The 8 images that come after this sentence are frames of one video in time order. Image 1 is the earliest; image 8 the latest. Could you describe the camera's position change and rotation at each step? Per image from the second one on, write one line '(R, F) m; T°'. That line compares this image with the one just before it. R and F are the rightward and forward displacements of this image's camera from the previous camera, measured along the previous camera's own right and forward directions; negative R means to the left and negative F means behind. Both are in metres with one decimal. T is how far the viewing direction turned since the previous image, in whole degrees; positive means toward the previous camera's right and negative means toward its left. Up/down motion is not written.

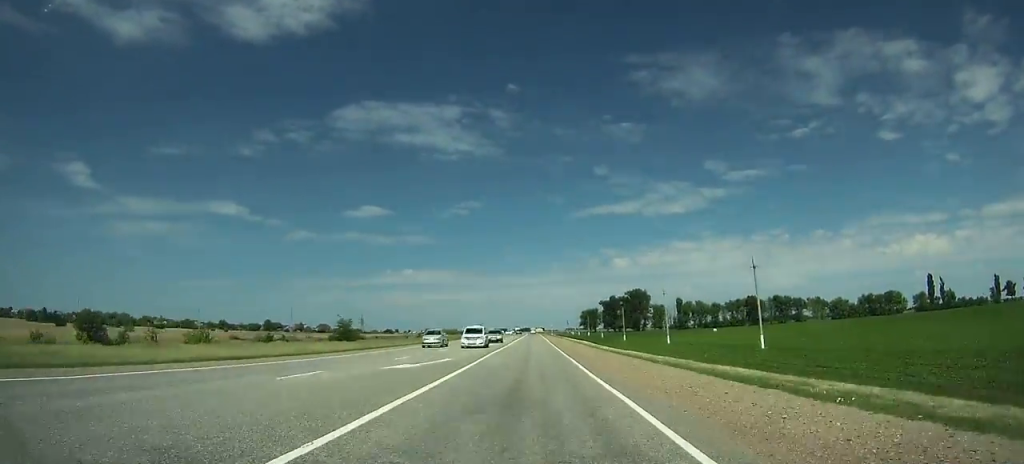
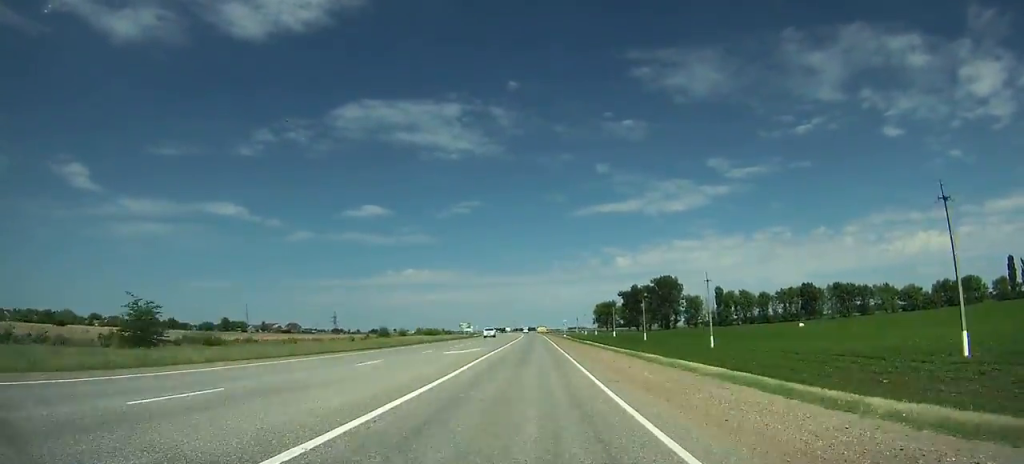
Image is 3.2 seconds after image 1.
(0.0, +74.0) m; 0°
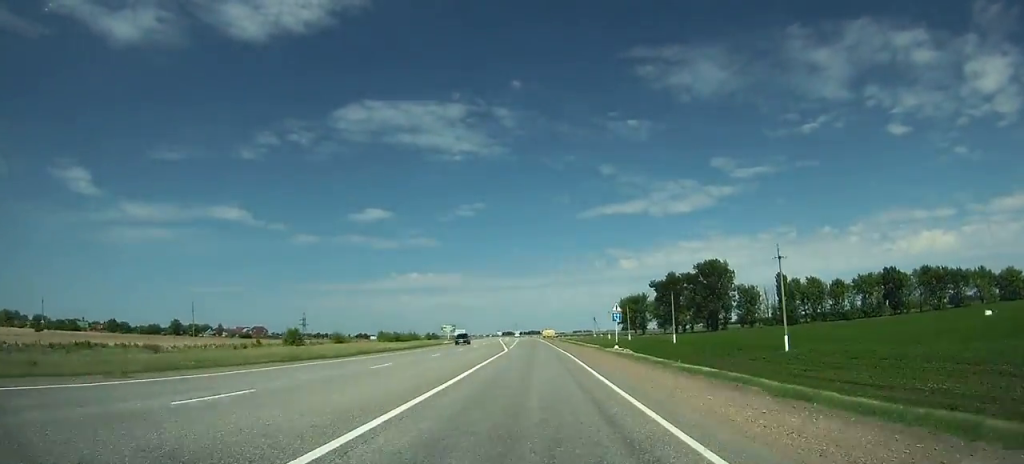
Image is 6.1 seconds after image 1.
(-0.2, +68.2) m; -1°
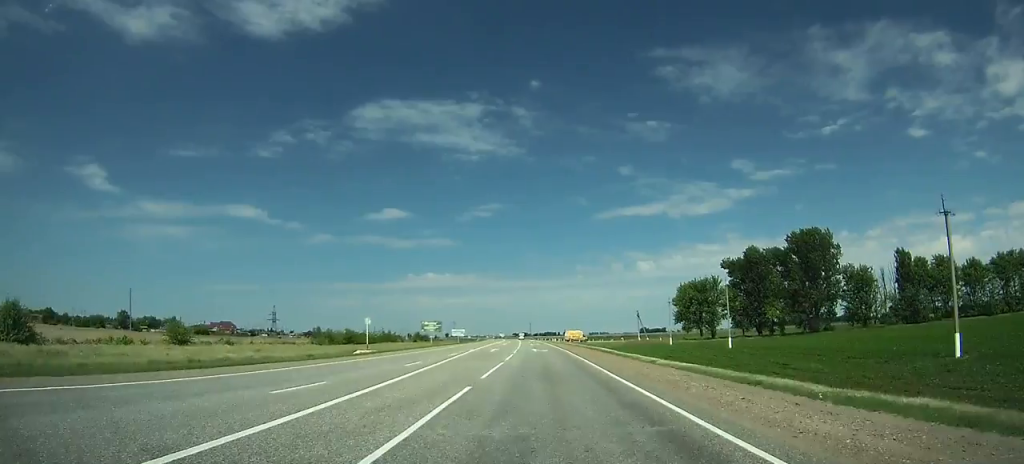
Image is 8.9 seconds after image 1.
(-0.6, +69.5) m; -1°
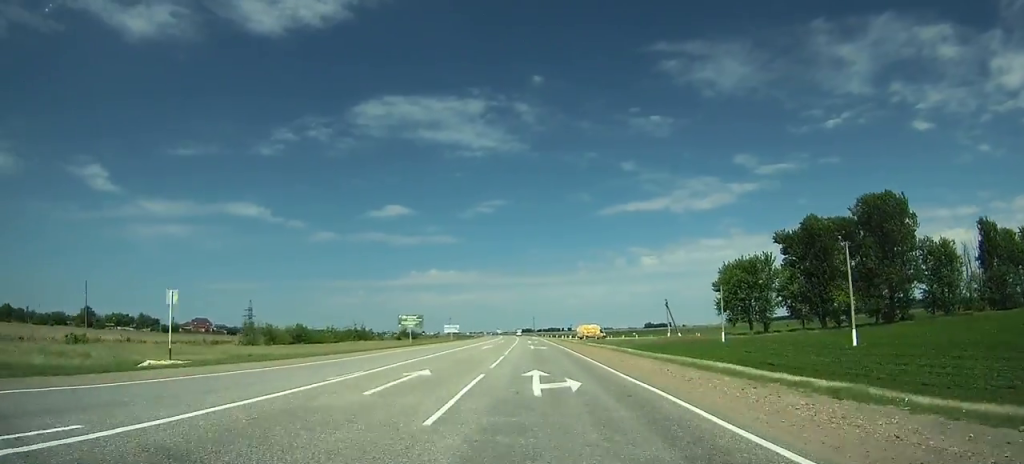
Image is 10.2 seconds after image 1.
(0.0, +33.1) m; -1°
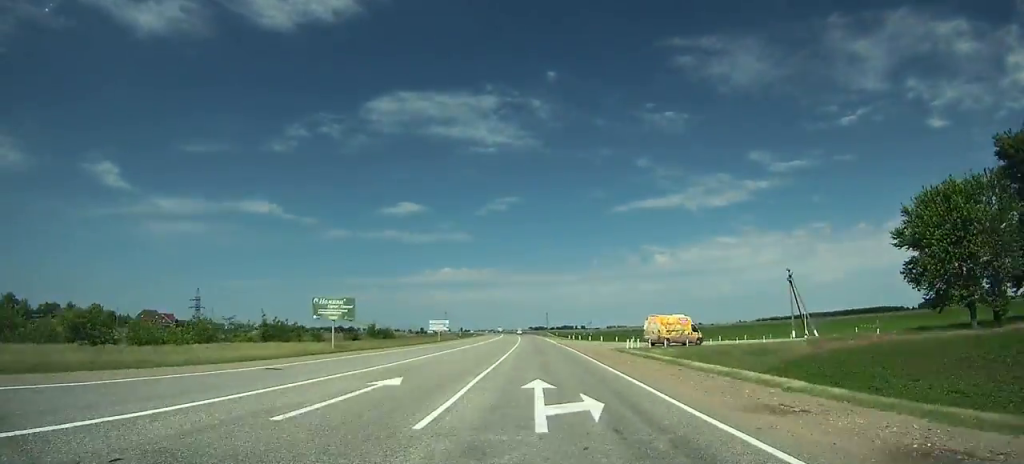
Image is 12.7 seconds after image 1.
(-0.6, +65.4) m; -1°
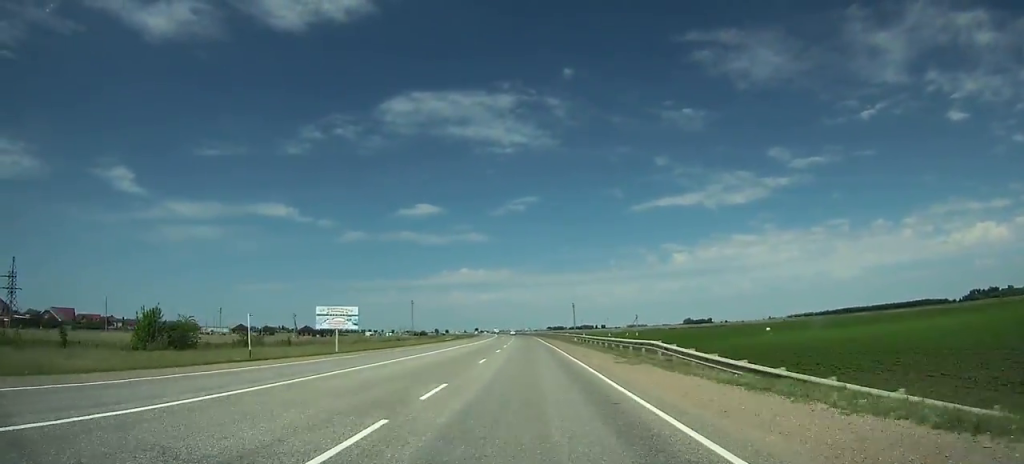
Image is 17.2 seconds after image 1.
(-1.8, +110.7) m; -2°
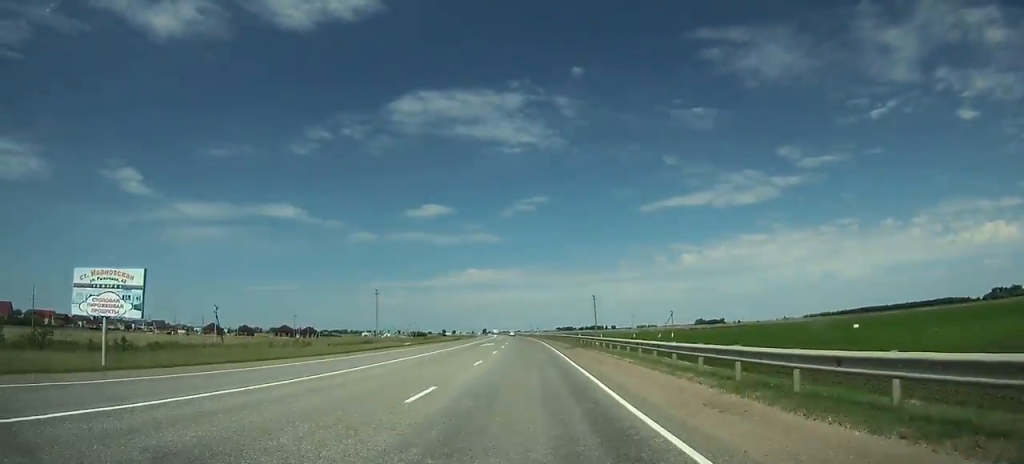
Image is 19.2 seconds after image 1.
(-0.2, +46.0) m; -1°
